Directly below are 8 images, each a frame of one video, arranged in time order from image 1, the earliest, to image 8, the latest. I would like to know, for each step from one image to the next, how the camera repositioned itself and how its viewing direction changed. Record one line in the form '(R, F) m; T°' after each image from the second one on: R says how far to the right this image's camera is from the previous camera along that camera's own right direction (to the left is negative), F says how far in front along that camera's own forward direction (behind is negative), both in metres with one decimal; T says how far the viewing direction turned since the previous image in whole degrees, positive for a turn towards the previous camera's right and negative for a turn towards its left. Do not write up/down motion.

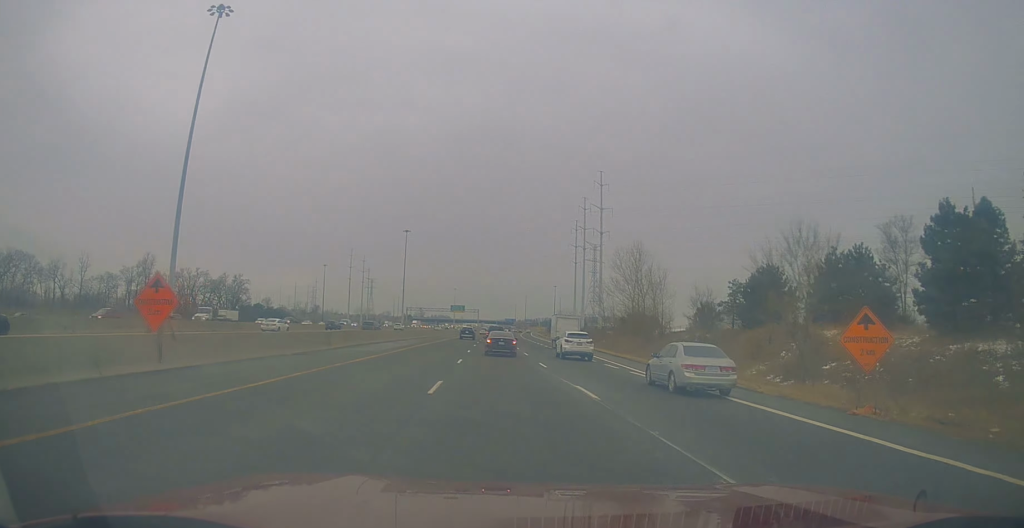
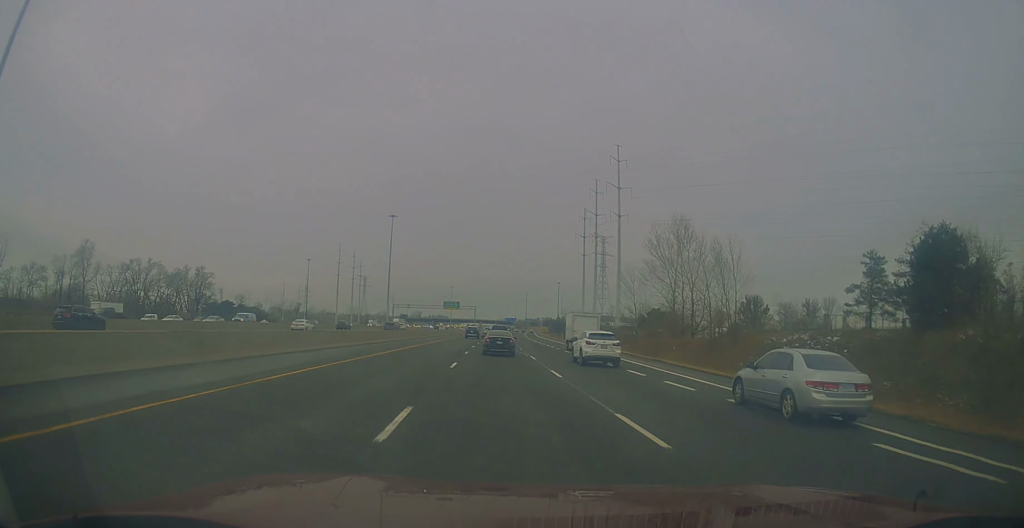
(+0.2, +27.8) m; -1°
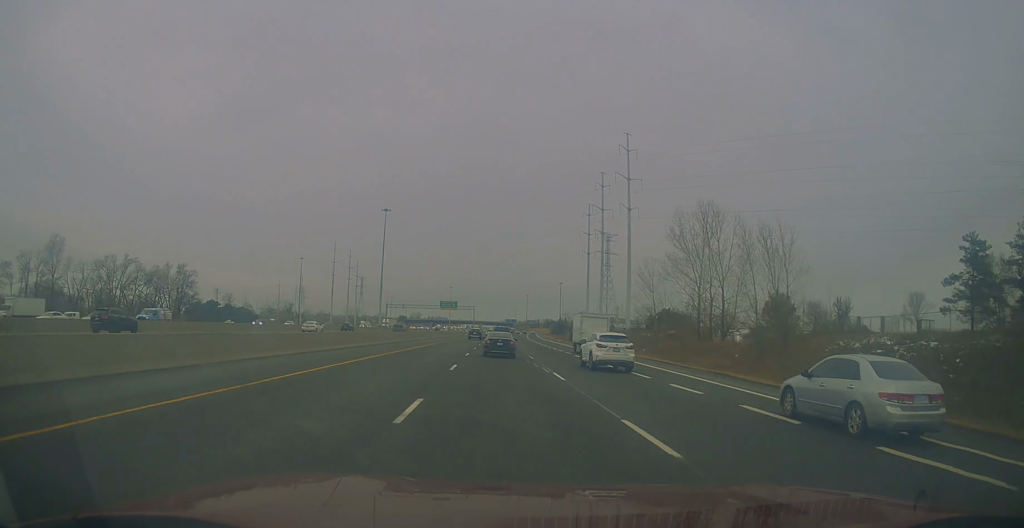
(-0.3, +13.4) m; -1°
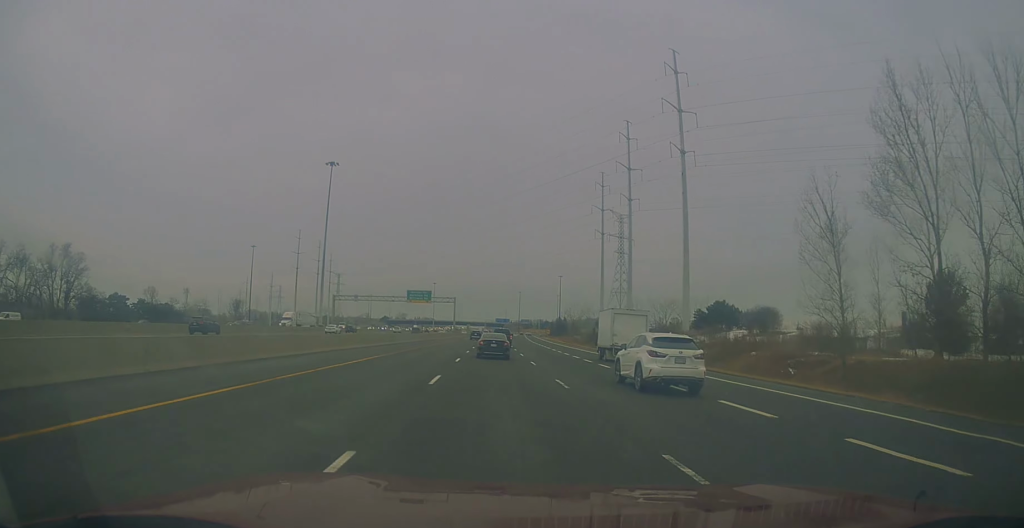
(+0.3, +53.2) m; +1°
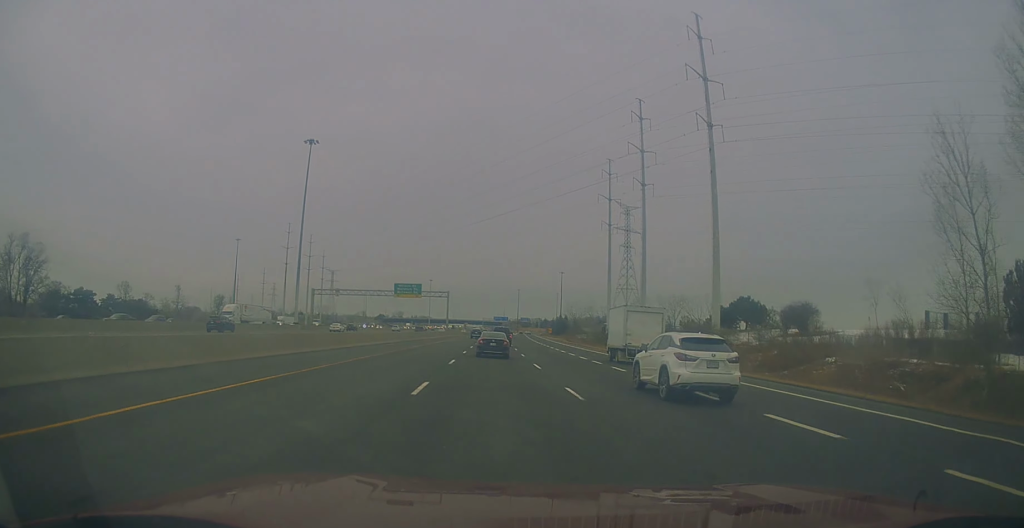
(+0.1, +14.9) m; 0°
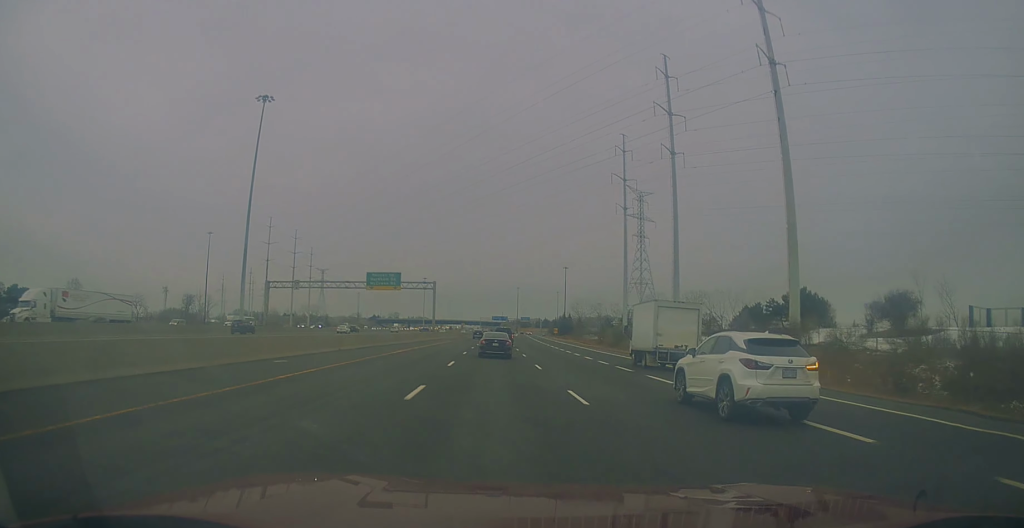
(-0.1, +24.6) m; 0°
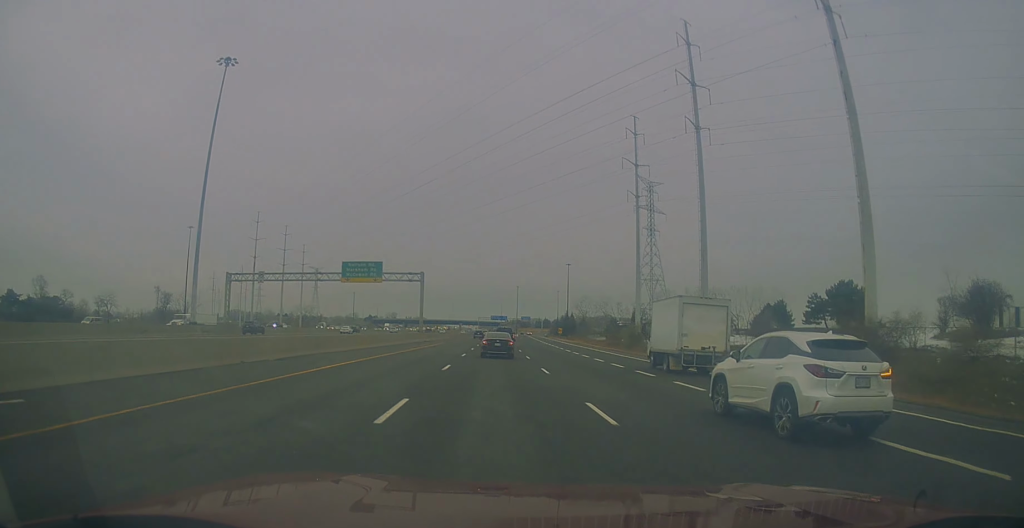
(0.0, +14.9) m; 0°
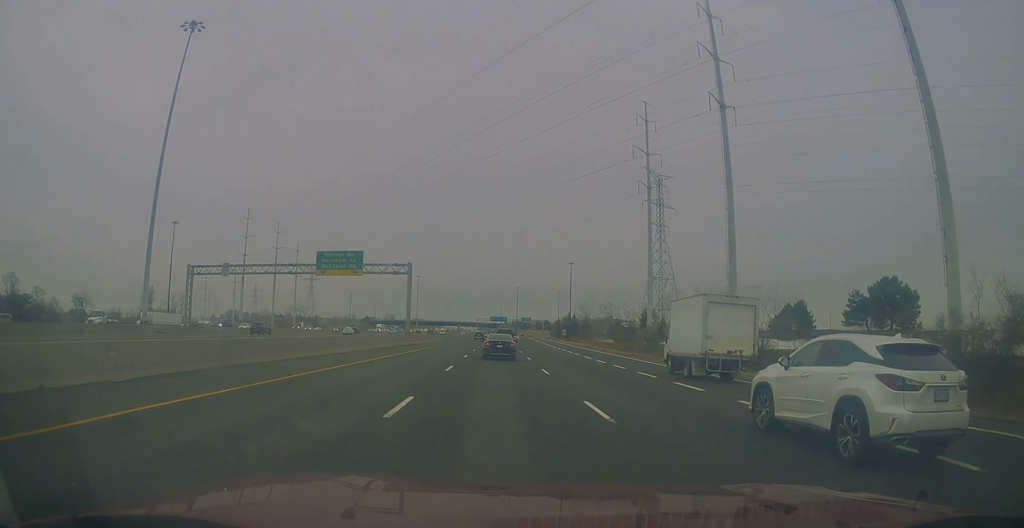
(0.0, +11.4) m; 0°
